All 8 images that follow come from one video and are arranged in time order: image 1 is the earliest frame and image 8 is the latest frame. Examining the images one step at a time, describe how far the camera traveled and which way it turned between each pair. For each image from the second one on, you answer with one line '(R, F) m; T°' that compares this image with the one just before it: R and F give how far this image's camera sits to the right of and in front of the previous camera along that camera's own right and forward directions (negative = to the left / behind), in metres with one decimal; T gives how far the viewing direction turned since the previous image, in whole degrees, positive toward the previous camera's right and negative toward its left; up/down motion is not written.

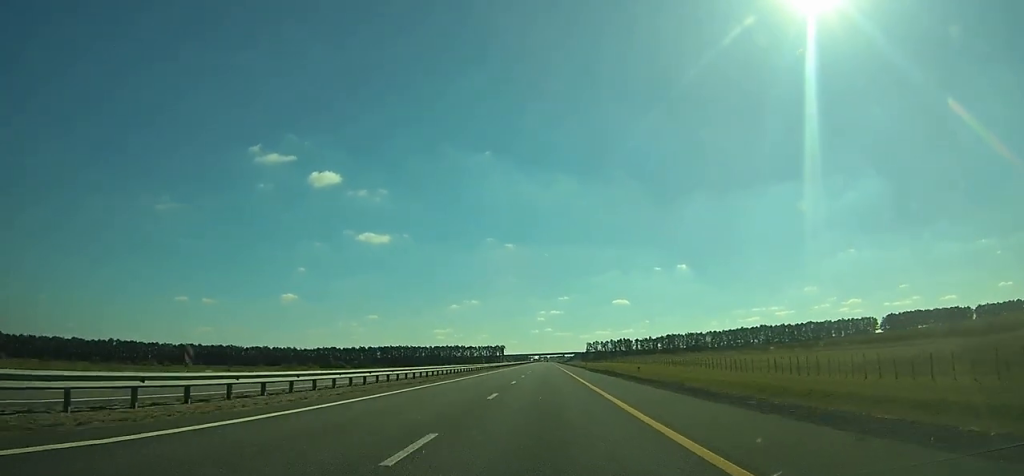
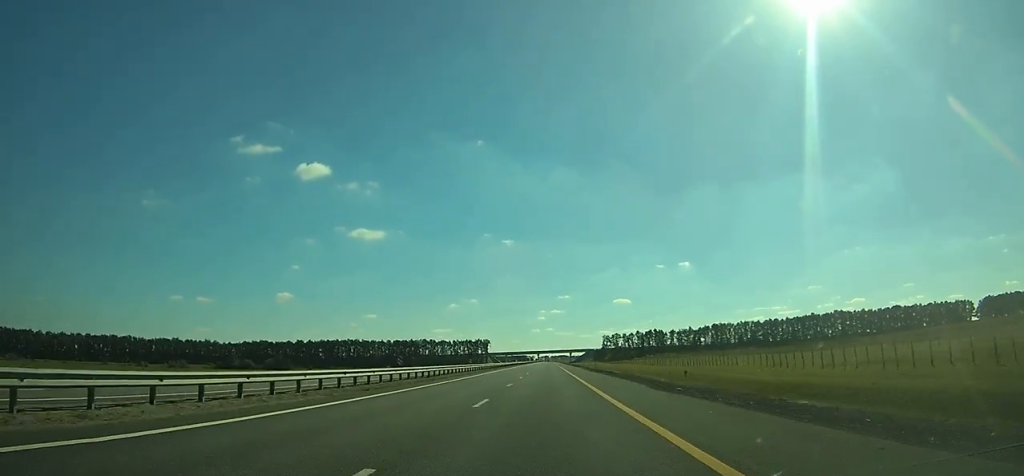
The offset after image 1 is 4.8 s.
(-0.3, +157.2) m; 0°
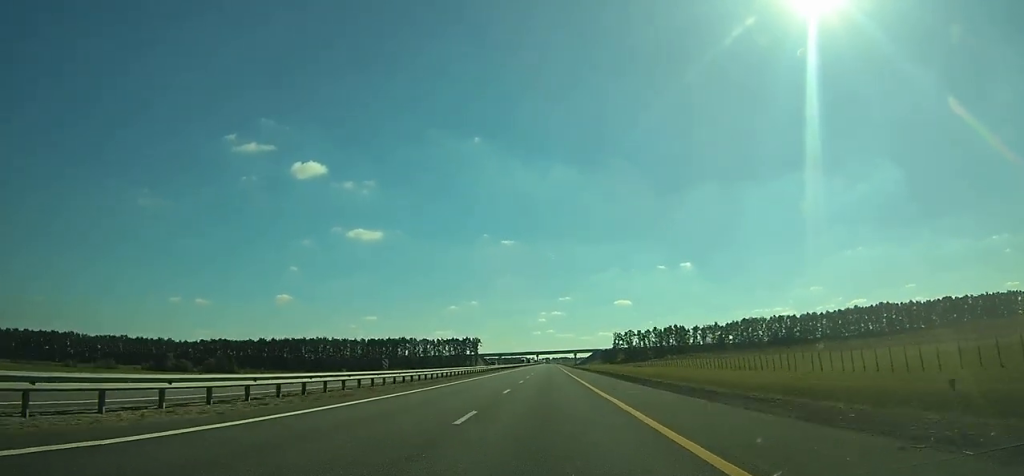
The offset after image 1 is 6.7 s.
(-0.1, +61.7) m; 0°
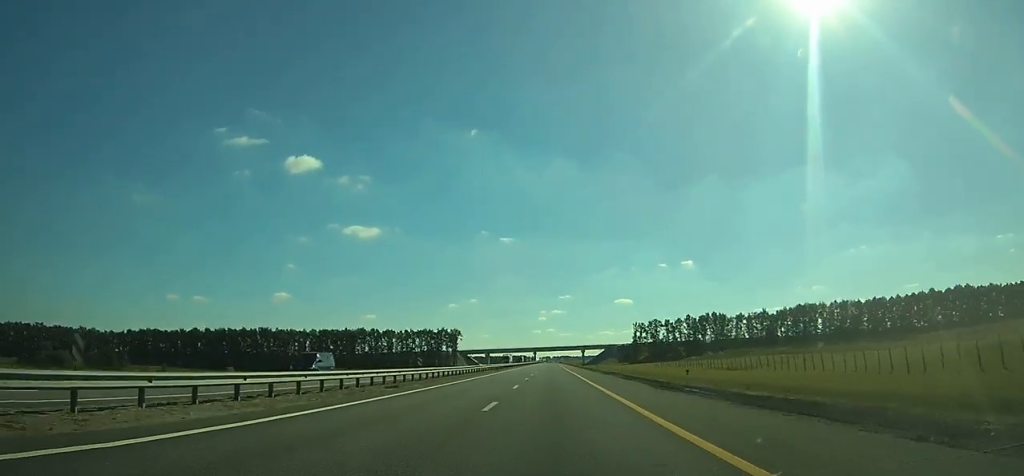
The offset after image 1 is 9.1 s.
(0.0, +80.7) m; 0°
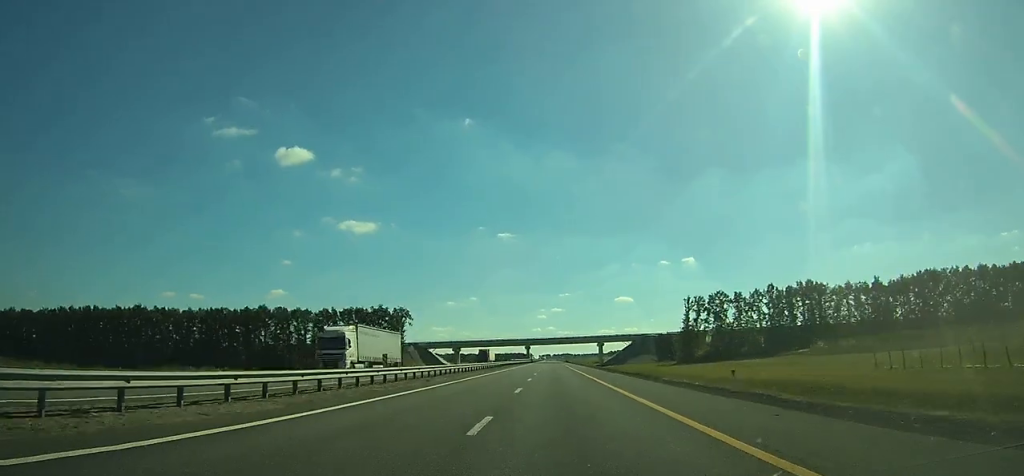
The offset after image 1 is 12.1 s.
(+0.2, +102.9) m; 0°
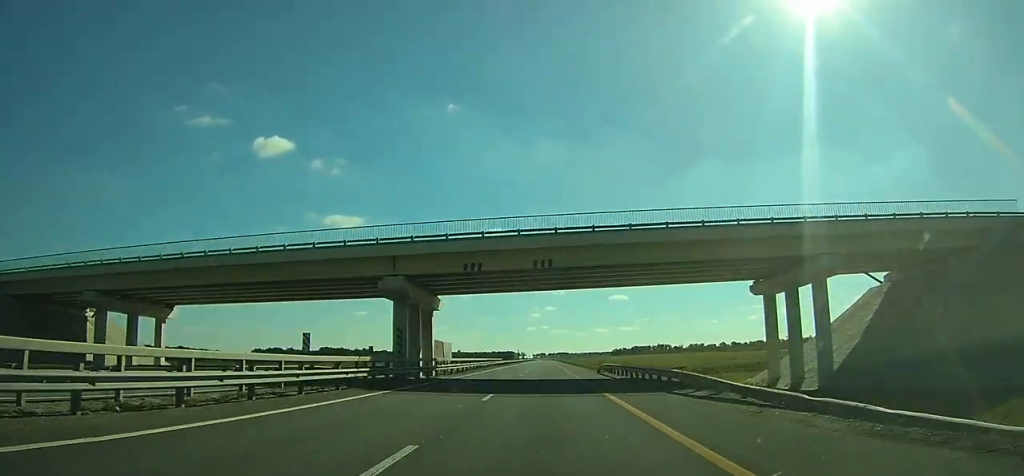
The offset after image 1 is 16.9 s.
(+0.4, +160.6) m; 0°
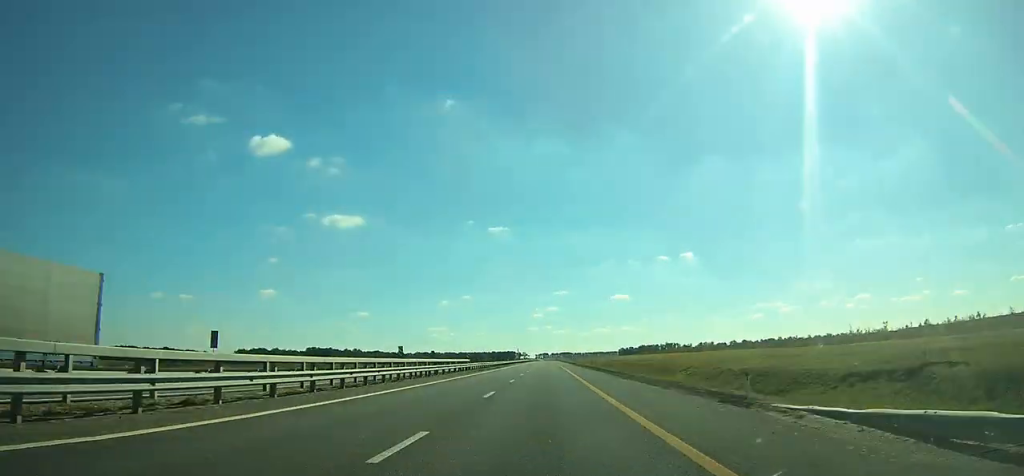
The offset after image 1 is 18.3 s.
(0.0, +45.0) m; 0°
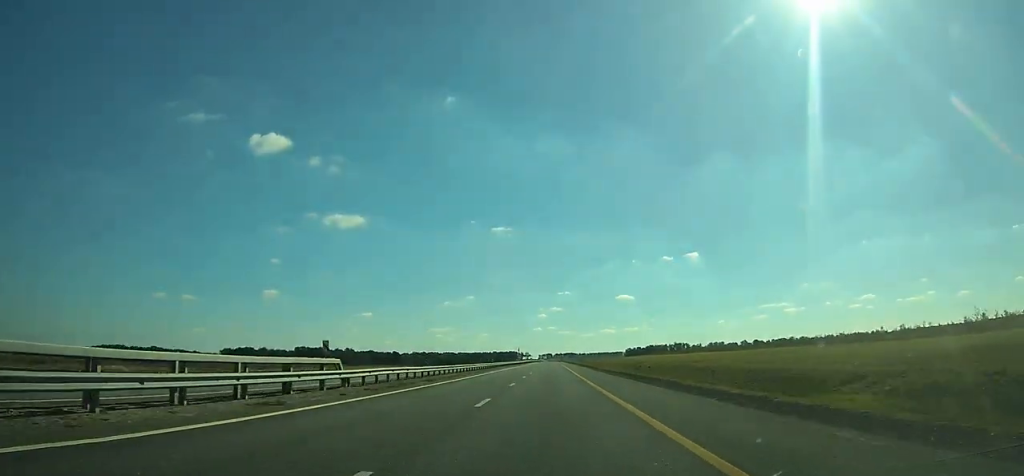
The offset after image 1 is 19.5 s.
(0.0, +38.4) m; 0°
